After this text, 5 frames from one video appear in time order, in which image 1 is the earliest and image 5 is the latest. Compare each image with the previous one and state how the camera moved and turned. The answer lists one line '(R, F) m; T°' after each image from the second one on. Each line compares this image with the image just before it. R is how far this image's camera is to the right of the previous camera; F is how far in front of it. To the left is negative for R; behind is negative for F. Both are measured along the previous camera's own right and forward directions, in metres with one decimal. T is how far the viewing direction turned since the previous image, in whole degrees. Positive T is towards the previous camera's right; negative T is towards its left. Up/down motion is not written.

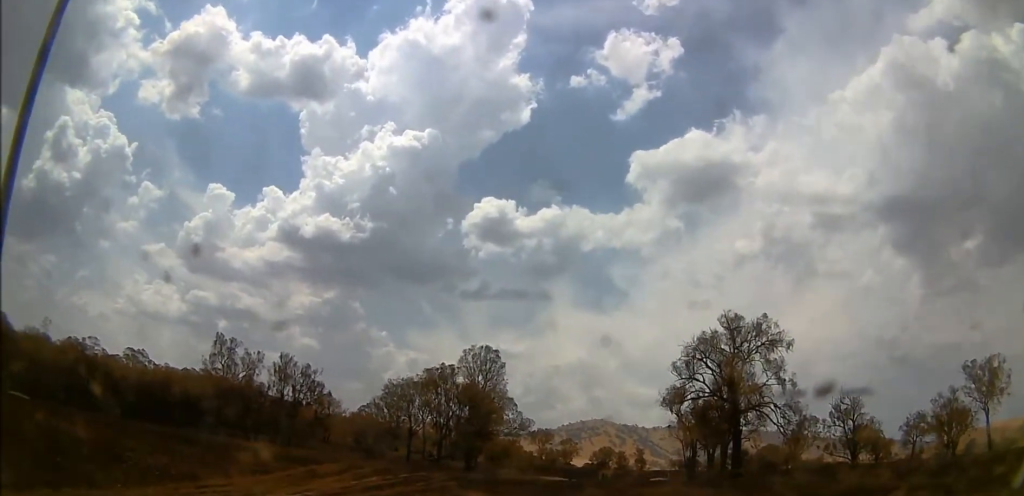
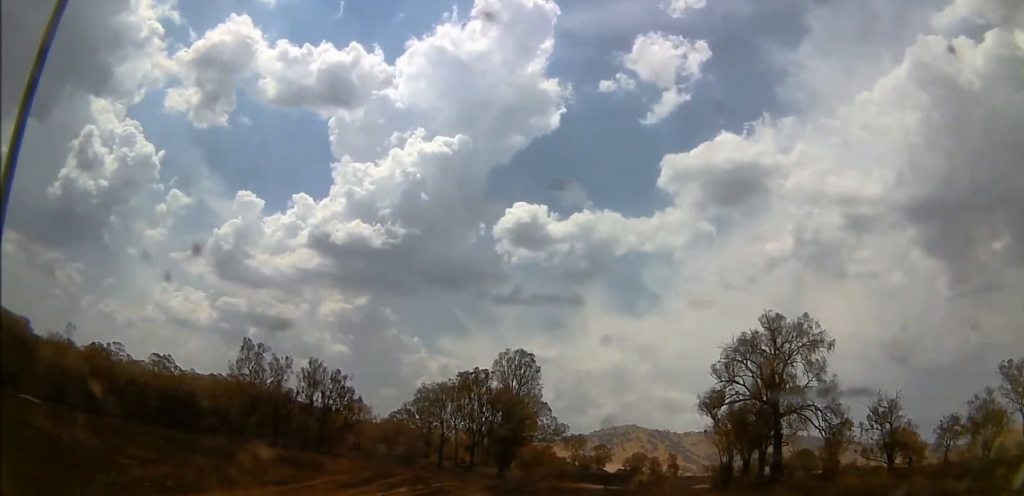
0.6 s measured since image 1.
(+0.1, +2.7) m; -2°
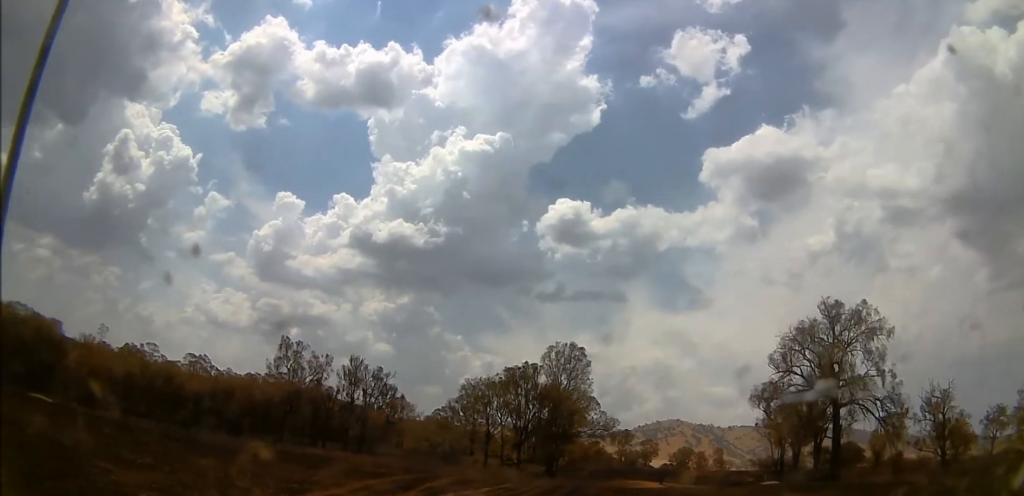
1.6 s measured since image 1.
(-0.3, +3.8) m; -7°
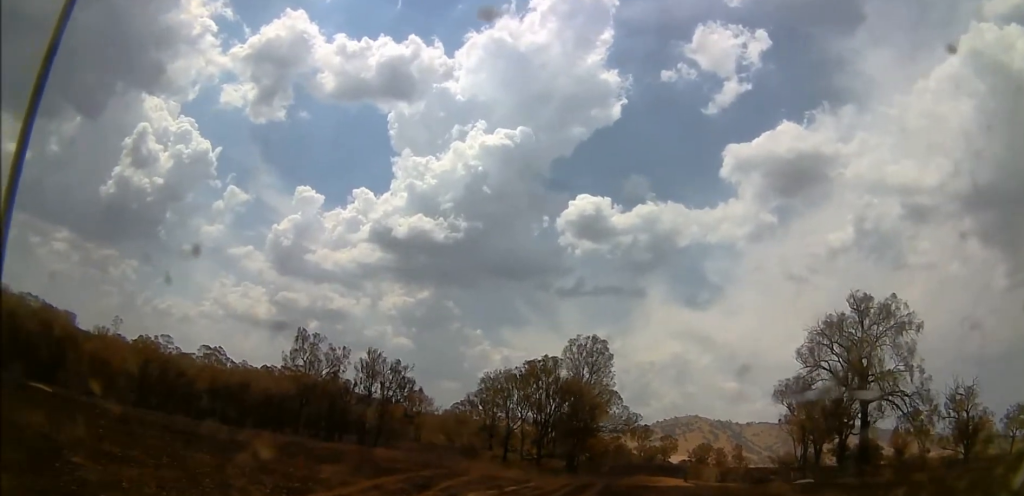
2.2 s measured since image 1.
(-0.1, +2.1) m; -2°
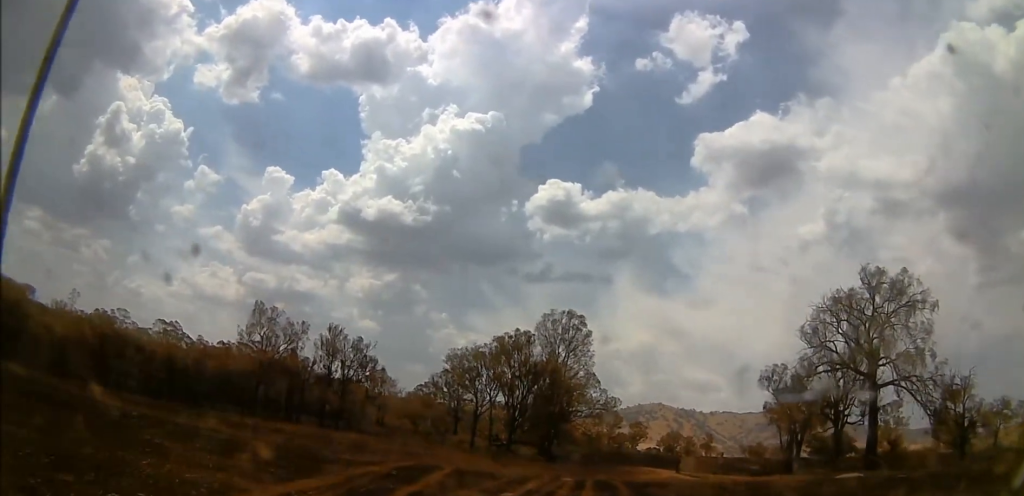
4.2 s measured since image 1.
(-0.1, +7.6) m; +5°
